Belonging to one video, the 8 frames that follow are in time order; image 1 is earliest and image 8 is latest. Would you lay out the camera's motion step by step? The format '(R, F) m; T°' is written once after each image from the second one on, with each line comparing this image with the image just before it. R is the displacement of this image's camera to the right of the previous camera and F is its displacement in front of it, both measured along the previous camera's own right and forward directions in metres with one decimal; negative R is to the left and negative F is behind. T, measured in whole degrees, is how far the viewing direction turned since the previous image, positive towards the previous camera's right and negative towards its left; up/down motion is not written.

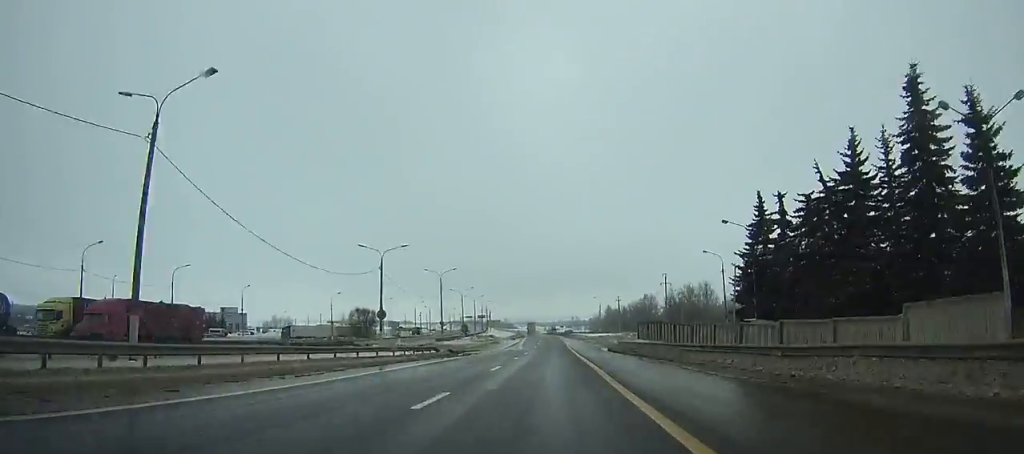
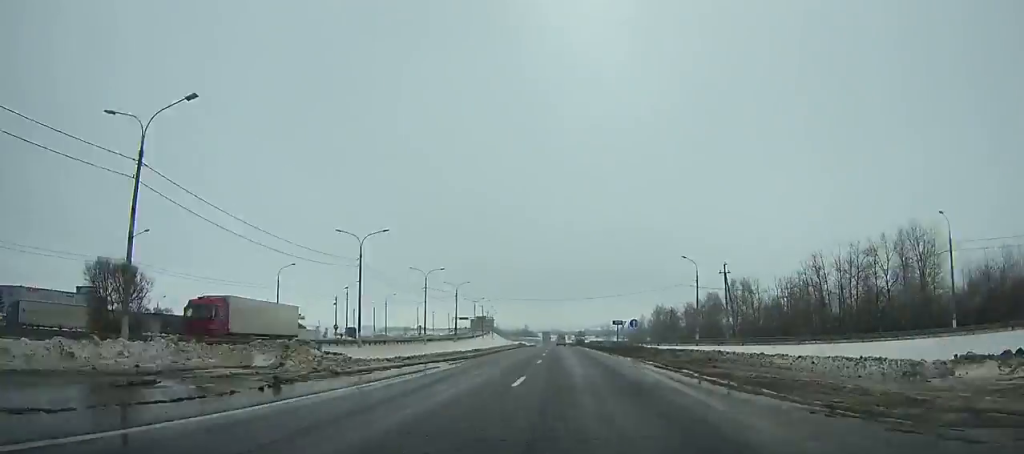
(-0.3, +102.6) m; -1°
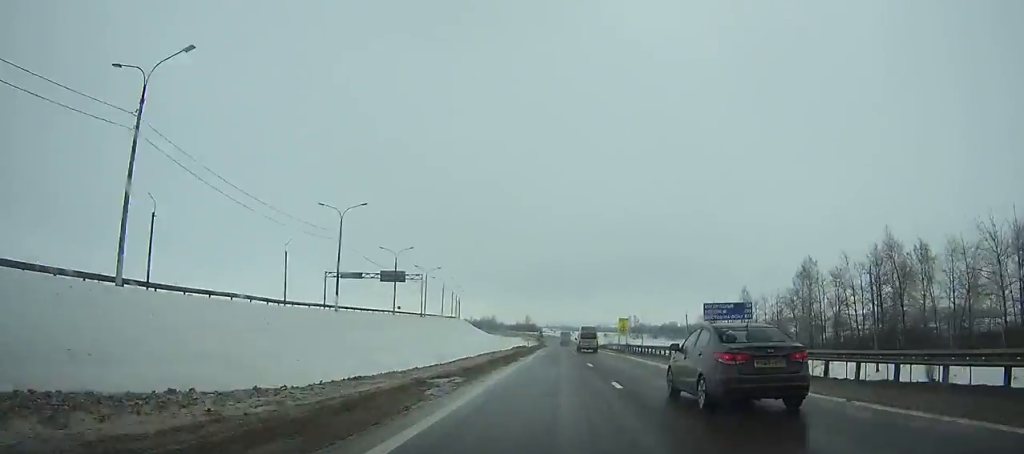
(-1.7, +157.8) m; 0°
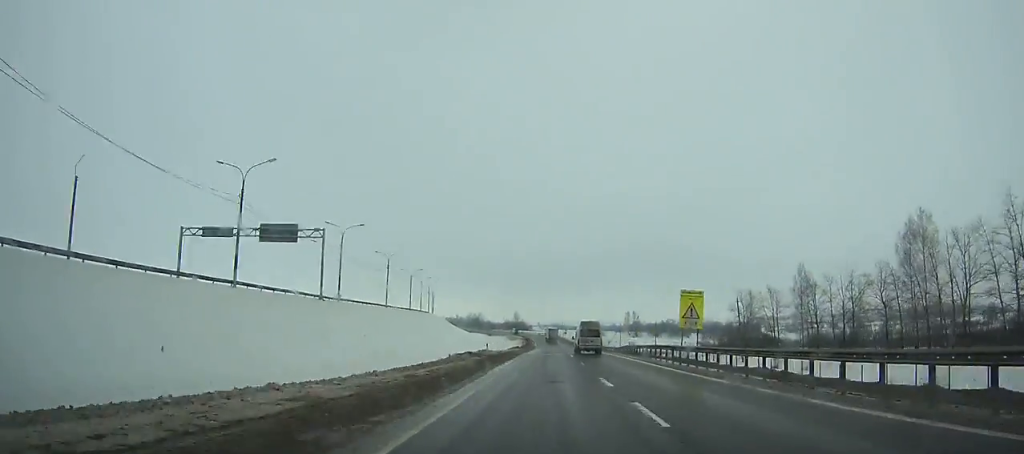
(0.0, +42.6) m; 0°
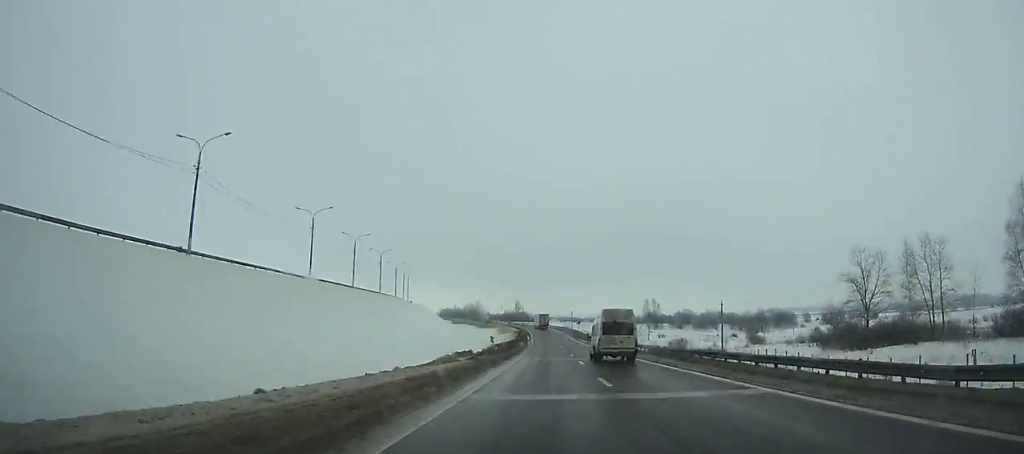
(+0.1, +59.1) m; -1°
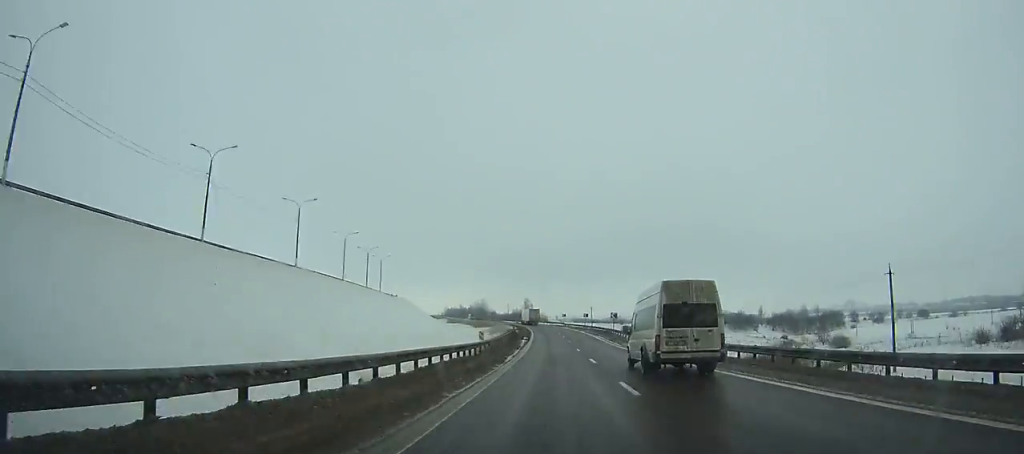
(-0.7, +51.7) m; -2°
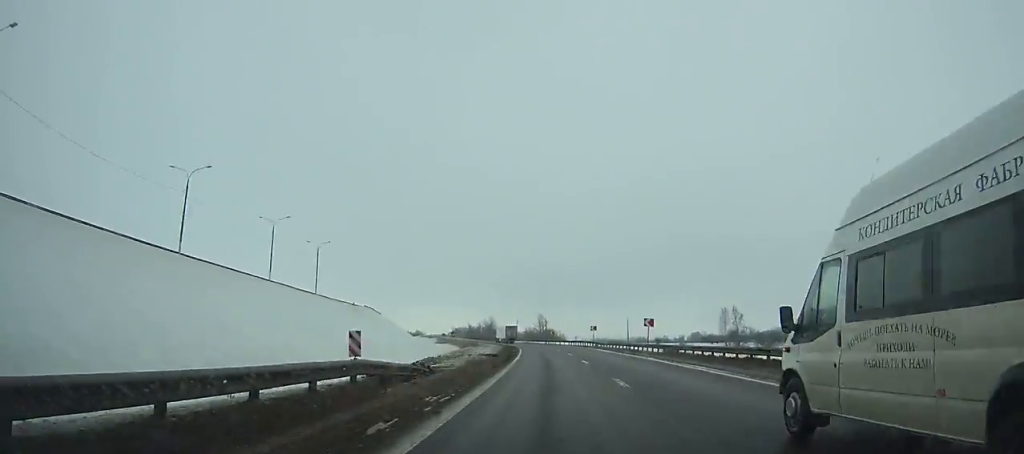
(-0.8, +57.2) m; -3°
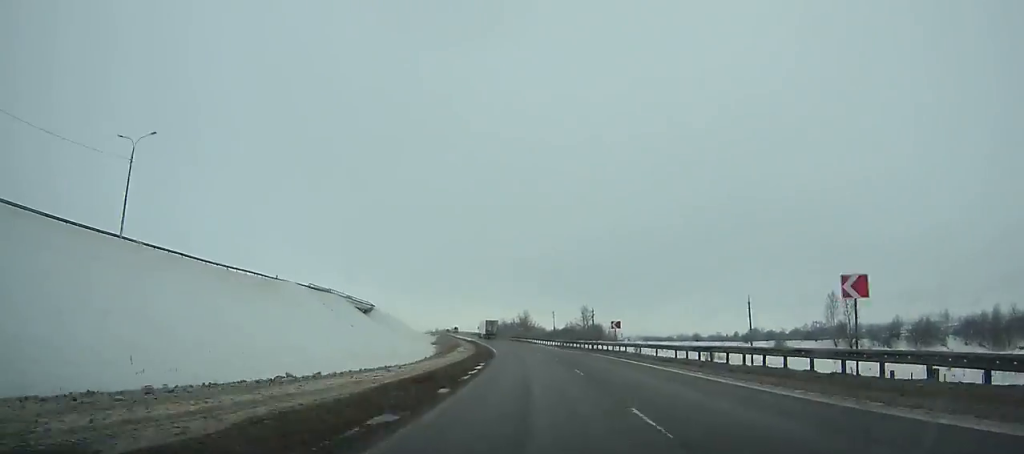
(-1.3, +65.4) m; -5°
